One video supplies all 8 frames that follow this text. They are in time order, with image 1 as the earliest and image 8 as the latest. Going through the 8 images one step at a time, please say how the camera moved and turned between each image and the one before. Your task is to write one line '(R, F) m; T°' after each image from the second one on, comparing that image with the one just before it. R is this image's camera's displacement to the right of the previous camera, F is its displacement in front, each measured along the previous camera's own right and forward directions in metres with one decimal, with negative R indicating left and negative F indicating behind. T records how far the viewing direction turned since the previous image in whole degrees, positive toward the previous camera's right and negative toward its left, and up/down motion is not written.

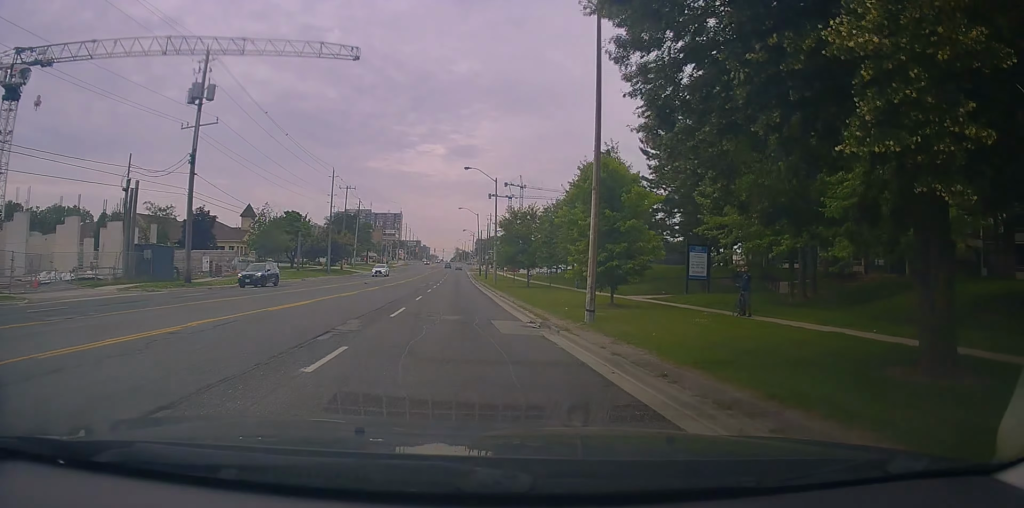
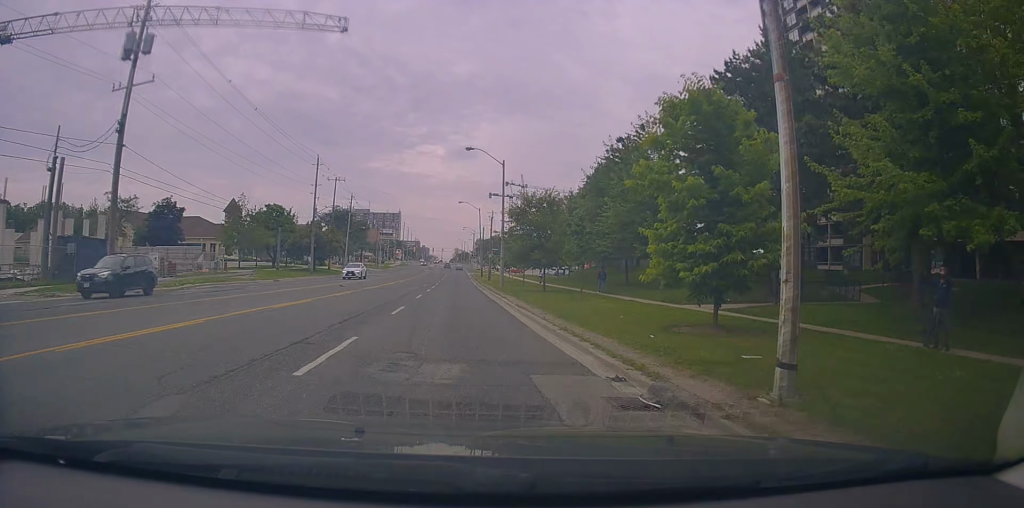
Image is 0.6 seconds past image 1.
(+0.1, +9.0) m; +1°
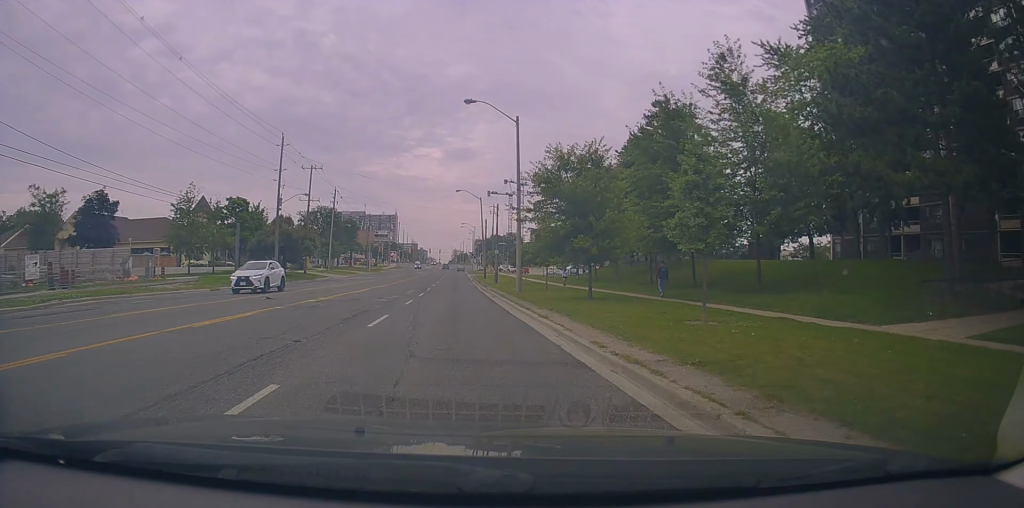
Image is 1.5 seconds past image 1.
(+0.1, +13.8) m; 0°
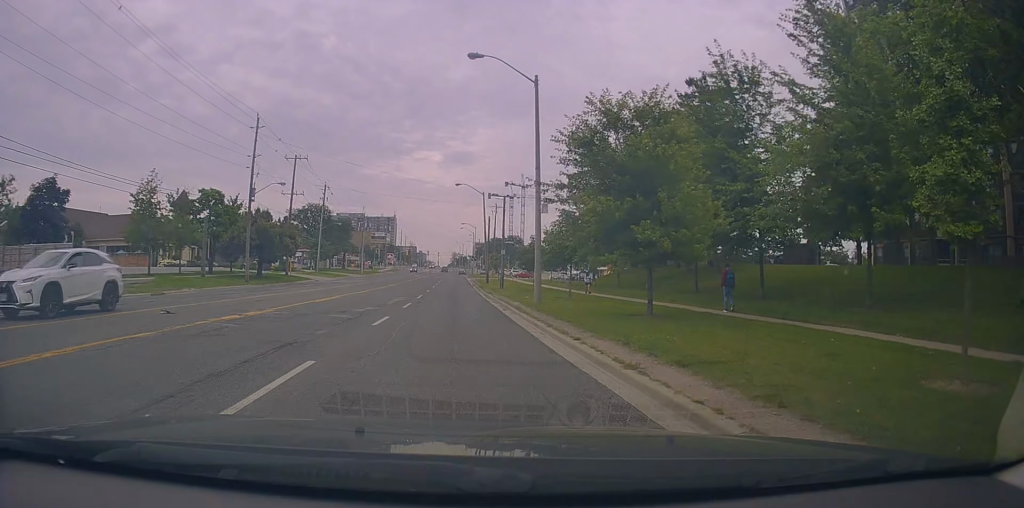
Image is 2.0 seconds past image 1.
(-0.2, +7.8) m; 0°
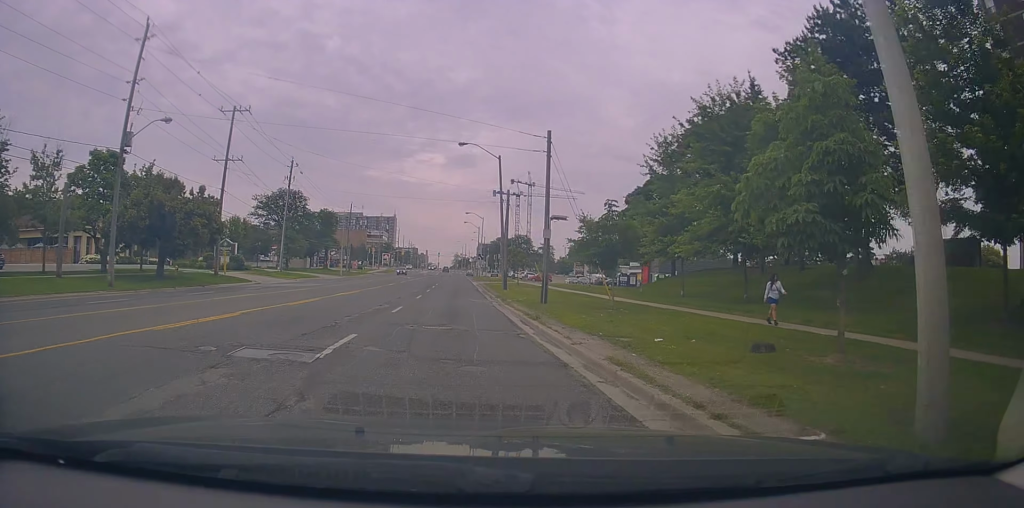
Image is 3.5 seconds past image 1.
(+0.1, +20.9) m; 0°
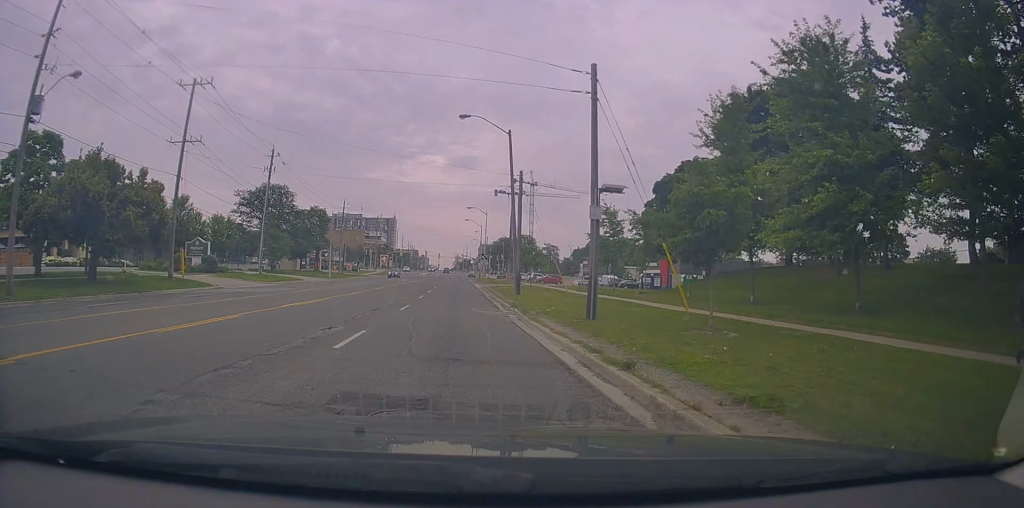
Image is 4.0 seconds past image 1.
(-0.1, +8.5) m; 0°
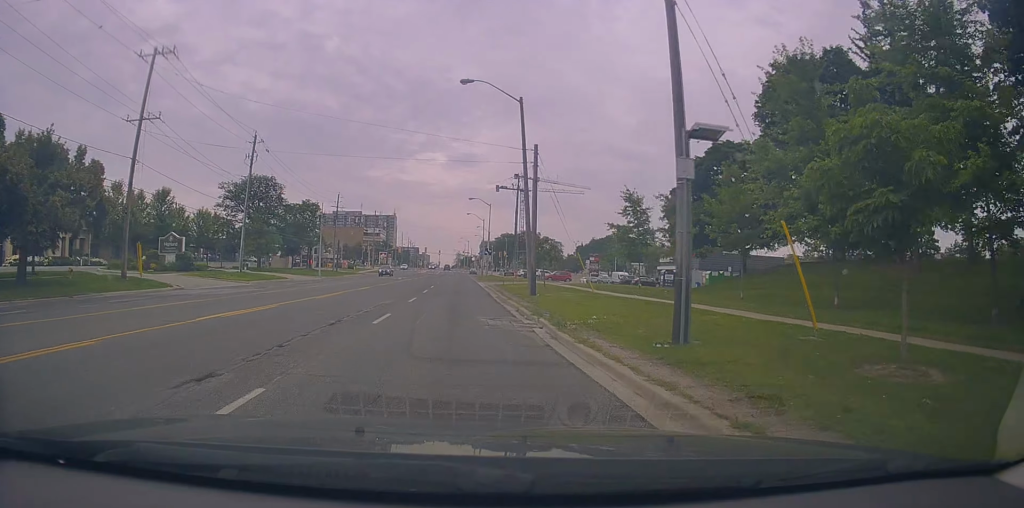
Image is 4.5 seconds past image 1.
(0.0, +6.1) m; 0°
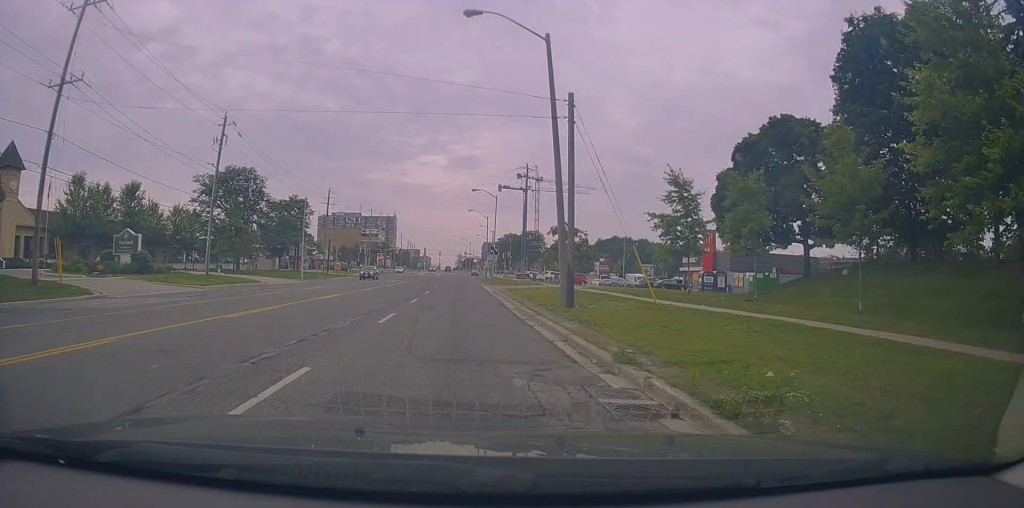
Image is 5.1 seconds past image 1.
(+0.1, +8.9) m; 0°
